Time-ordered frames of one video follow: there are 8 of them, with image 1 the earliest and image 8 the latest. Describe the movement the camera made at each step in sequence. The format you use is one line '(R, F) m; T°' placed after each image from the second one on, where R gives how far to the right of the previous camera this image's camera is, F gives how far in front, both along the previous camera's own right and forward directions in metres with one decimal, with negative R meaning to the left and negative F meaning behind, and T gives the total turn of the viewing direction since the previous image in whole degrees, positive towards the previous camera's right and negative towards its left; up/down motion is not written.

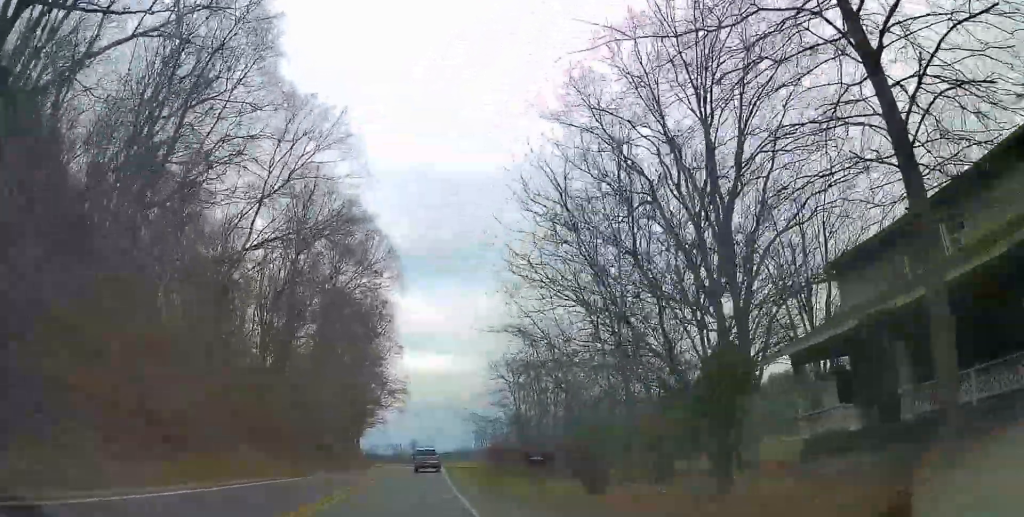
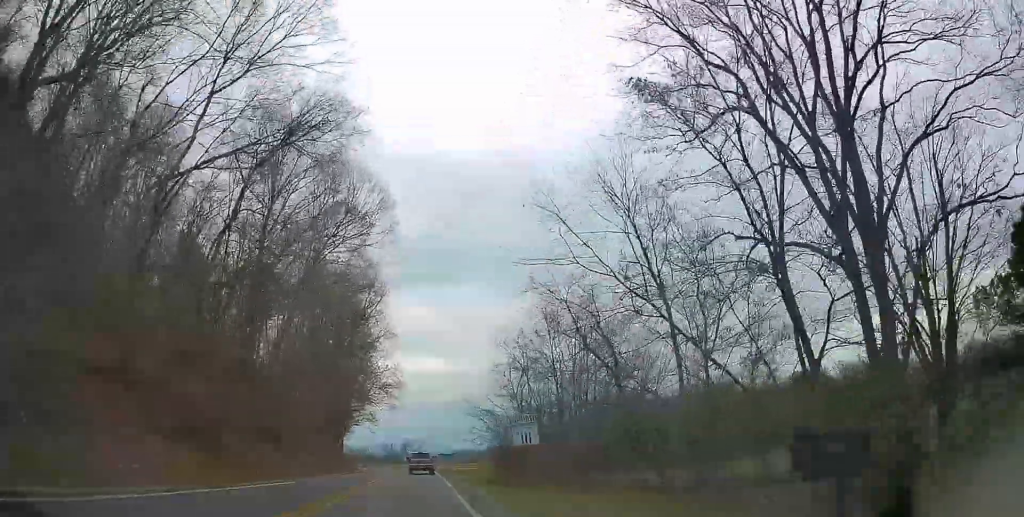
(-0.3, +10.8) m; +1°
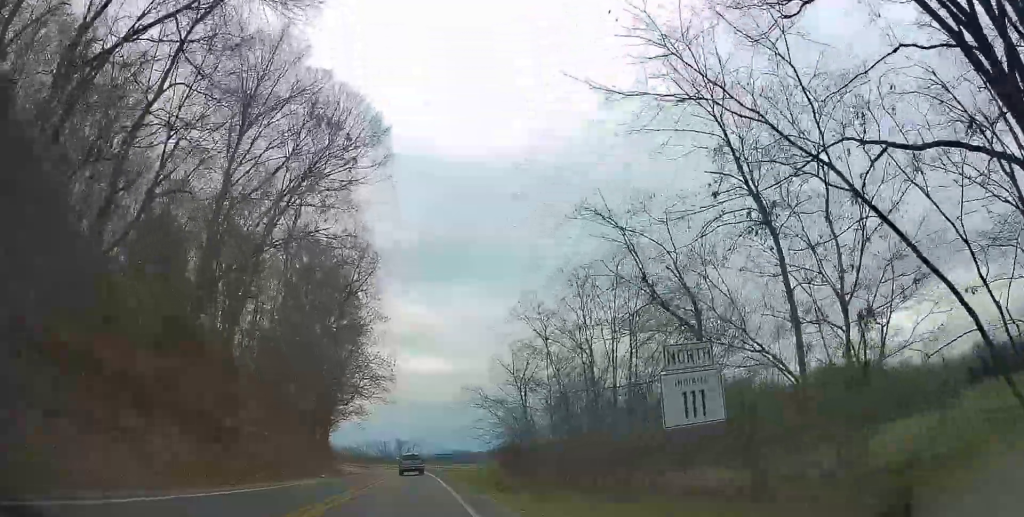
(+0.3, +9.6) m; 0°
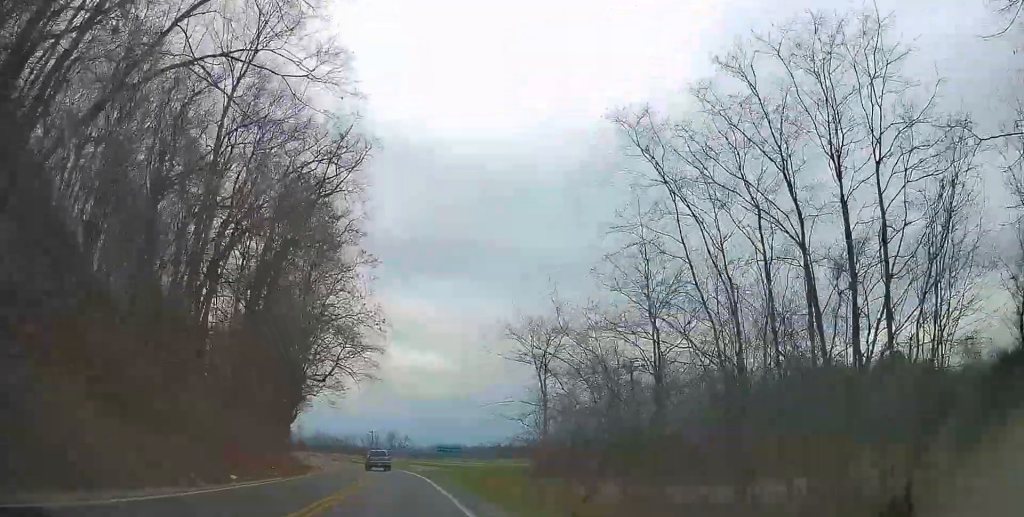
(-0.6, +20.4) m; -1°
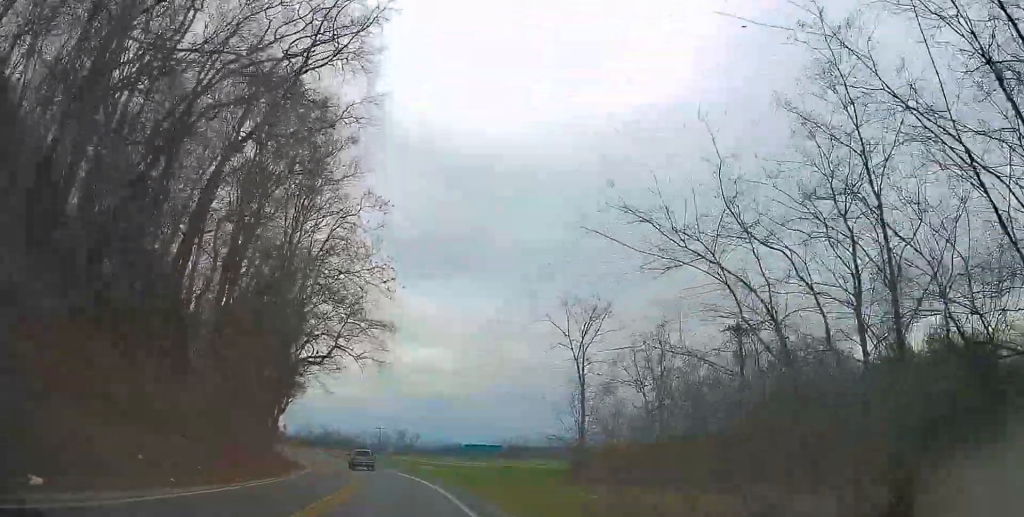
(+0.6, +14.2) m; -1°
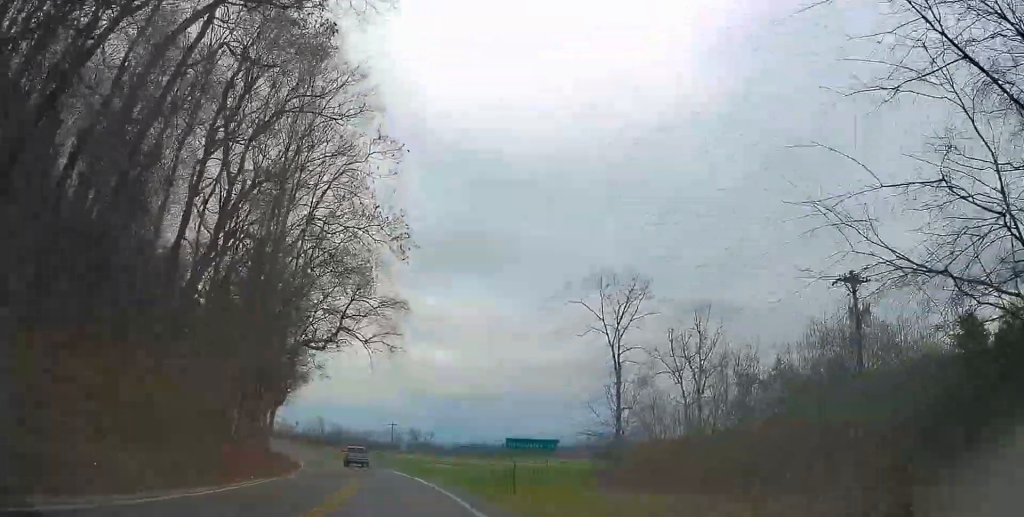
(-0.4, +9.0) m; -1°
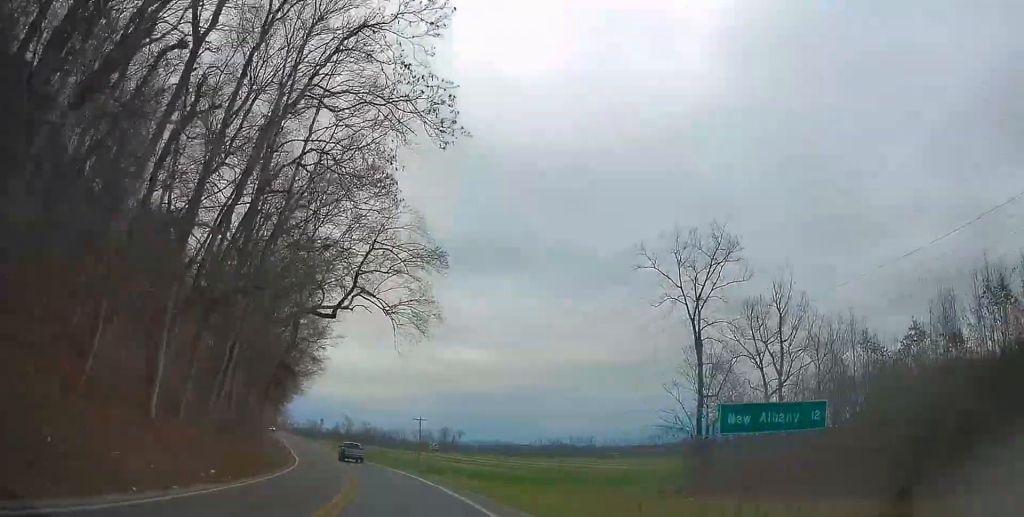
(-0.4, +14.5) m; -2°
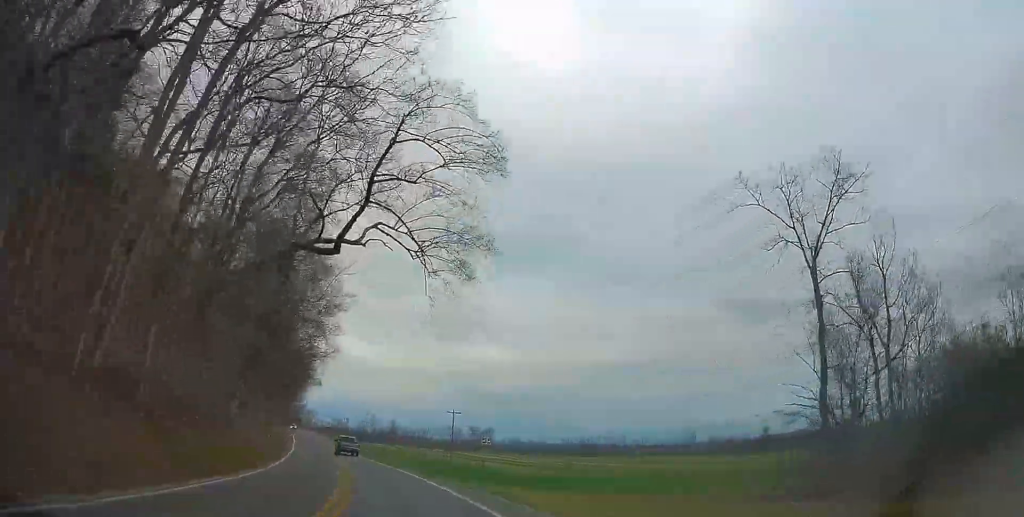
(-0.1, +15.8) m; -3°
